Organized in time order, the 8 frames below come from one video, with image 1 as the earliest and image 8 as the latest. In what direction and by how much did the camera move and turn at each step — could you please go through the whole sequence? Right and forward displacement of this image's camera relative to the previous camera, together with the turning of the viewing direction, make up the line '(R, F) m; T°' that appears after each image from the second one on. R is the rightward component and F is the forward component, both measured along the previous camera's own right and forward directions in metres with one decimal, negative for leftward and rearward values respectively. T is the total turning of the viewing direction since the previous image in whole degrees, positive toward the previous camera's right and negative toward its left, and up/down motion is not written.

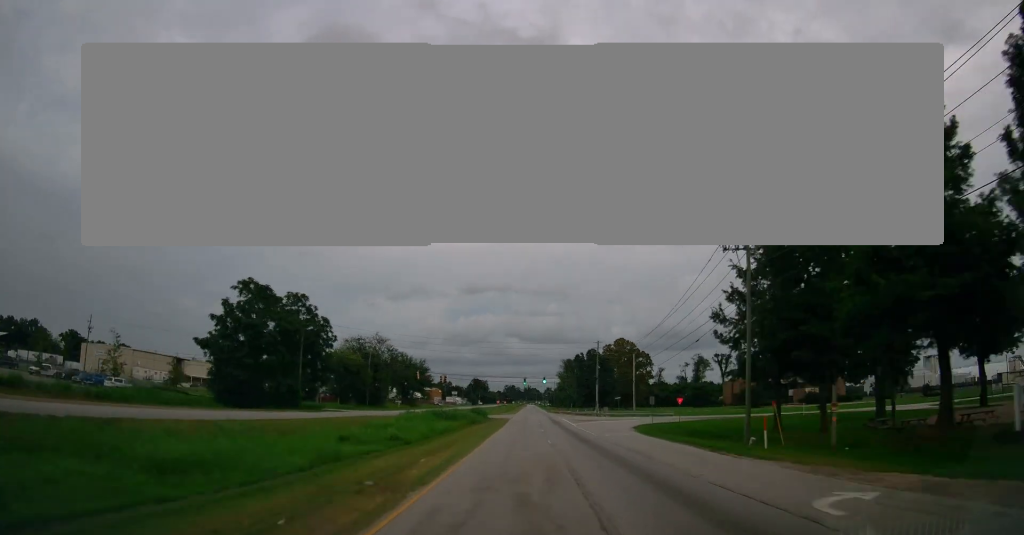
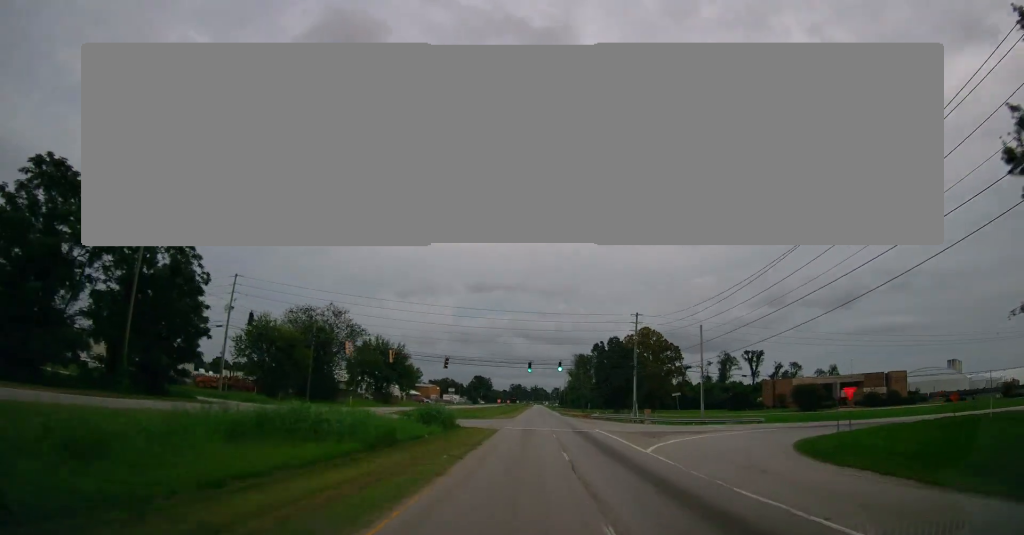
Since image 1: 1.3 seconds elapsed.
(-0.2, +34.2) m; -1°
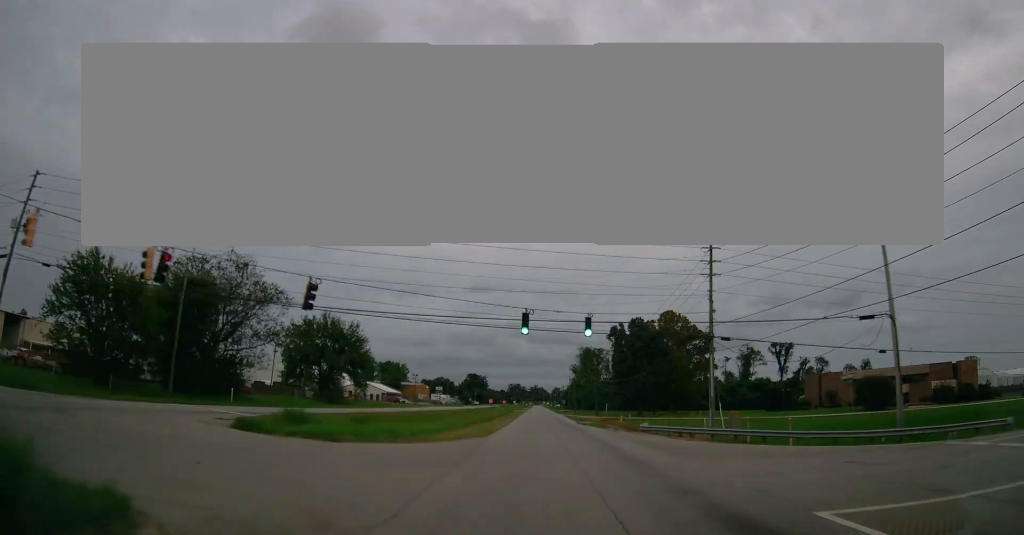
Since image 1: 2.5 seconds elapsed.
(-0.2, +33.1) m; -1°
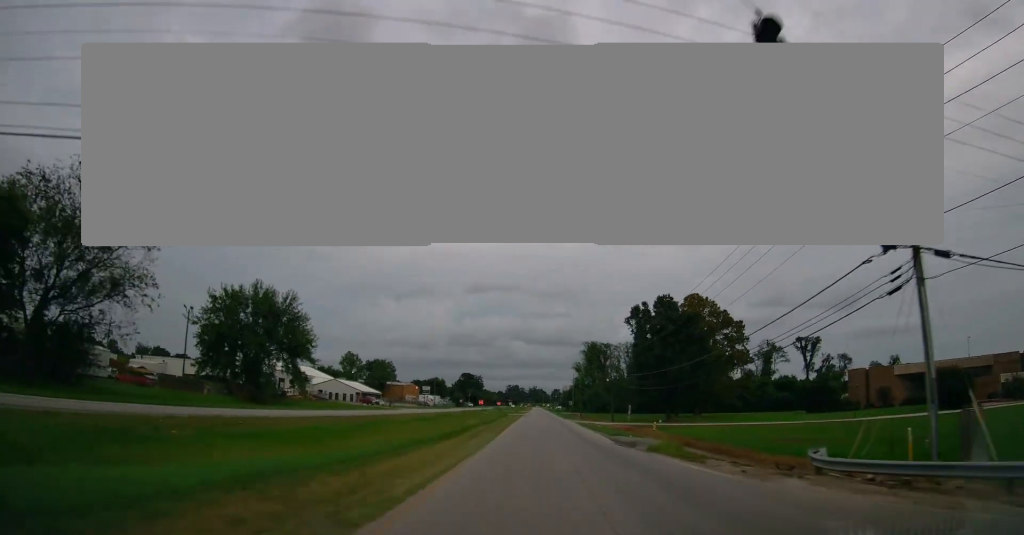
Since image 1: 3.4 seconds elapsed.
(0.0, +25.1) m; 0°
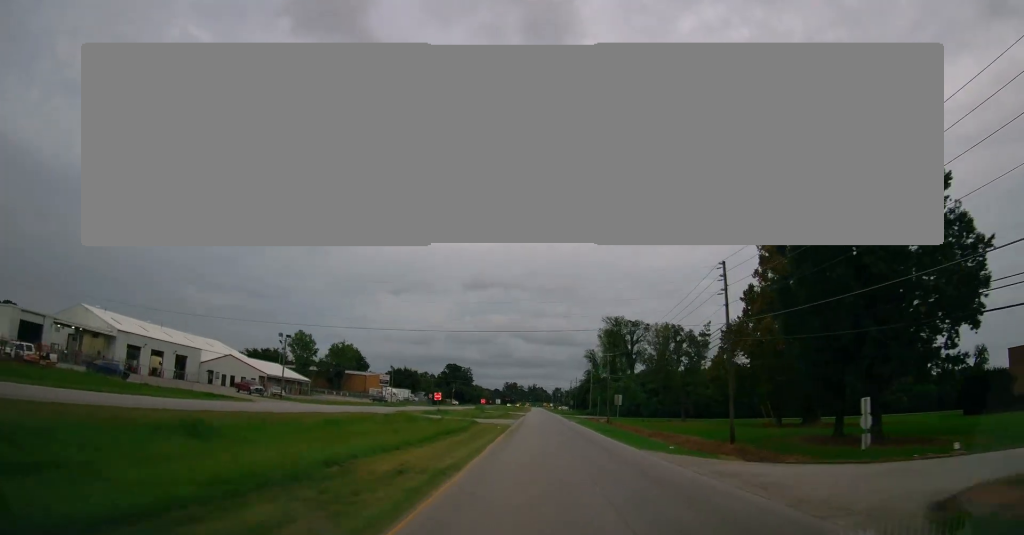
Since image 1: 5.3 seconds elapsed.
(+0.1, +55.9) m; 0°
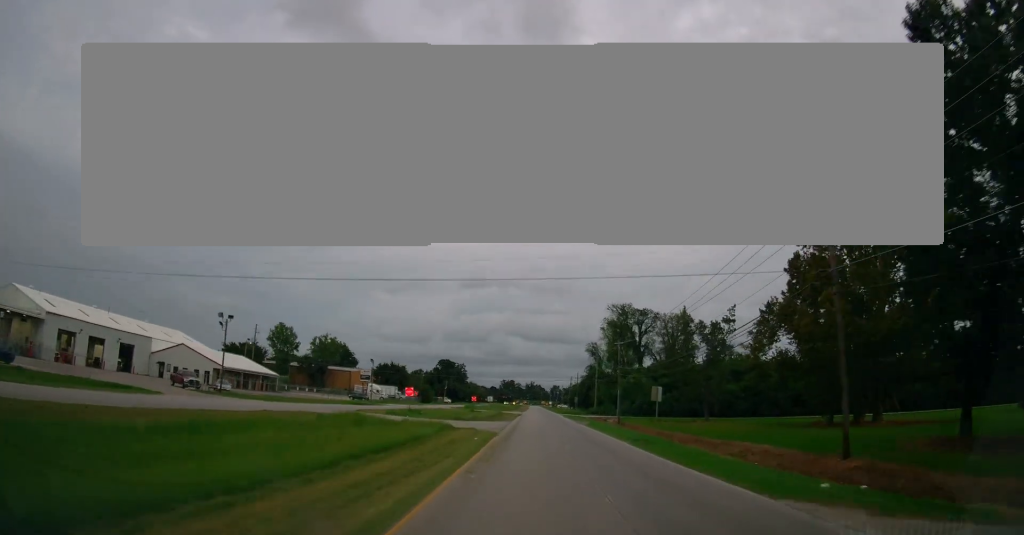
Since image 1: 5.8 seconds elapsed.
(-0.1, +14.4) m; 0°
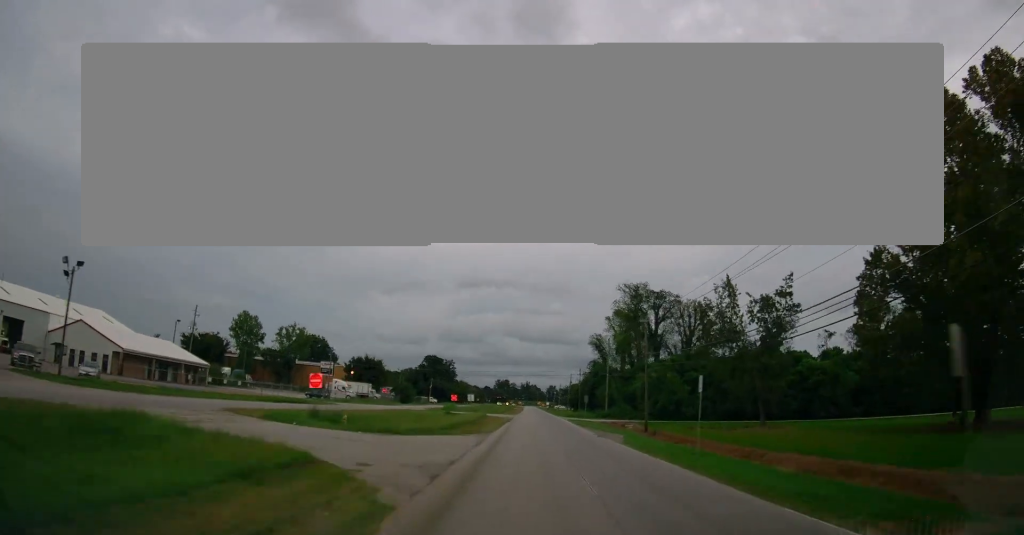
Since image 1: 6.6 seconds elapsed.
(+0.1, +22.4) m; 0°
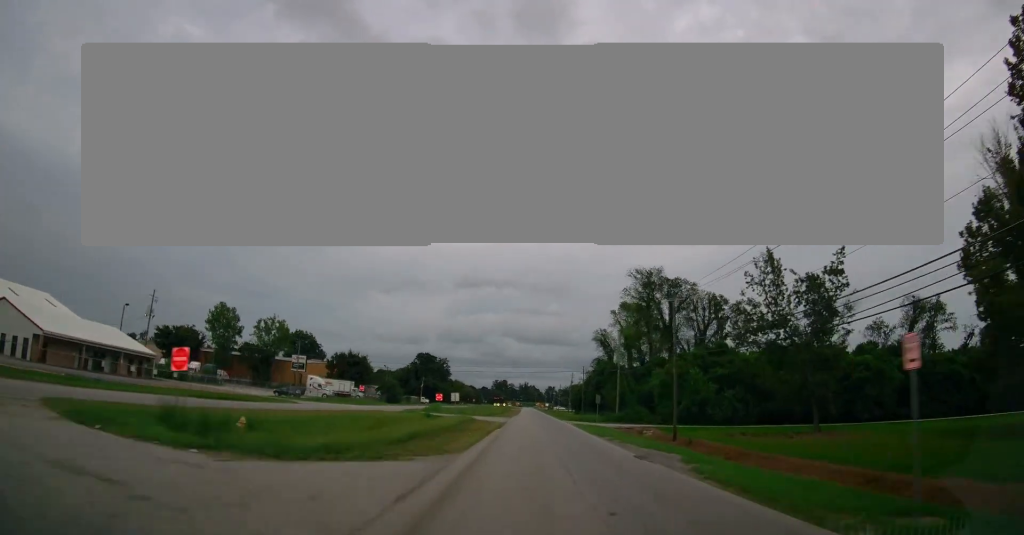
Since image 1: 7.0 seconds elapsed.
(0.0, +12.7) m; 0°
